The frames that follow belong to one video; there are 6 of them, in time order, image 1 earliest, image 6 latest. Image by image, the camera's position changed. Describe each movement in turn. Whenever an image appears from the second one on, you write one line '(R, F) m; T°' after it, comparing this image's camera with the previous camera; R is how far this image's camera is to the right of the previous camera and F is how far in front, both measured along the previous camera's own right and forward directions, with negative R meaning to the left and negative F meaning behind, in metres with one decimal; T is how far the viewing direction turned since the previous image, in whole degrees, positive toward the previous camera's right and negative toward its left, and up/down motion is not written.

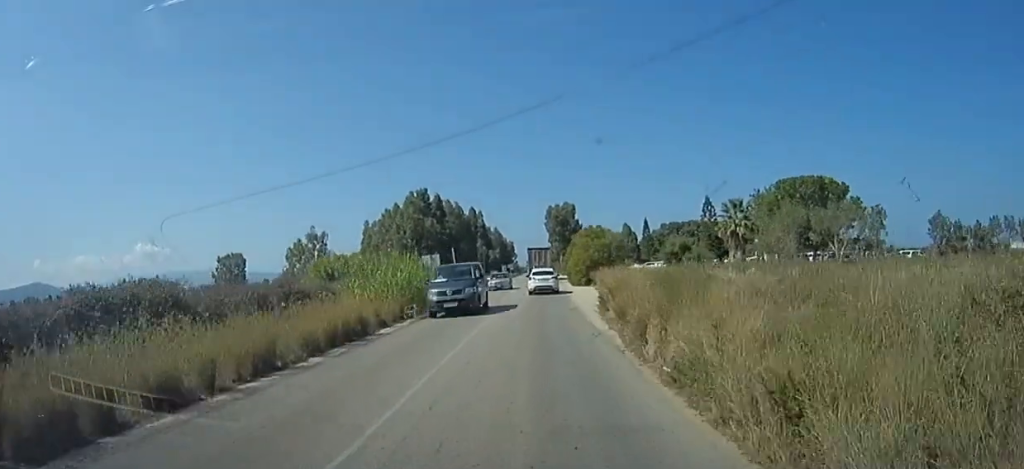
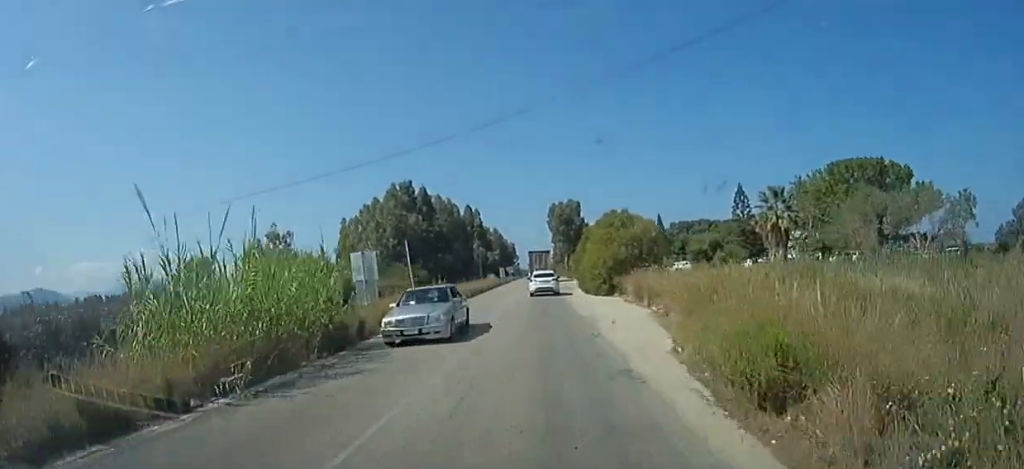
(0.0, +12.0) m; +2°
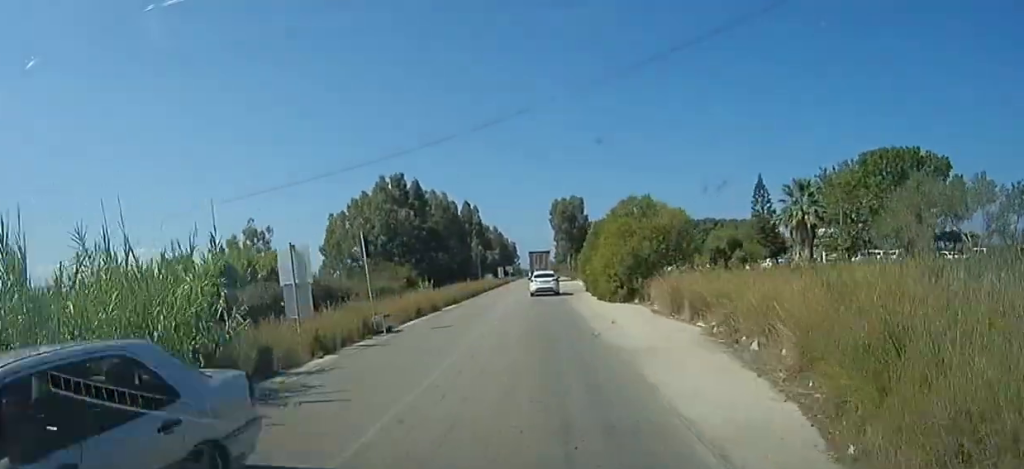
(-0.3, +5.6) m; +1°
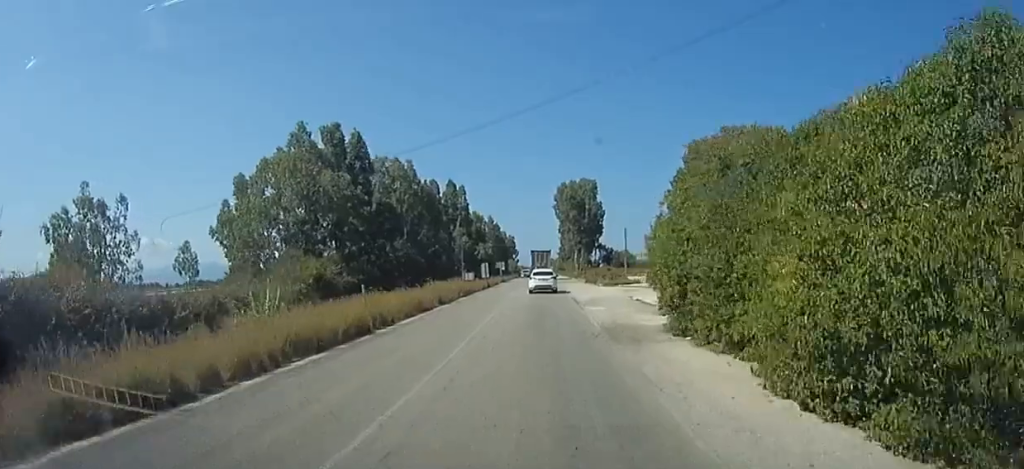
(0.0, +23.4) m; 0°
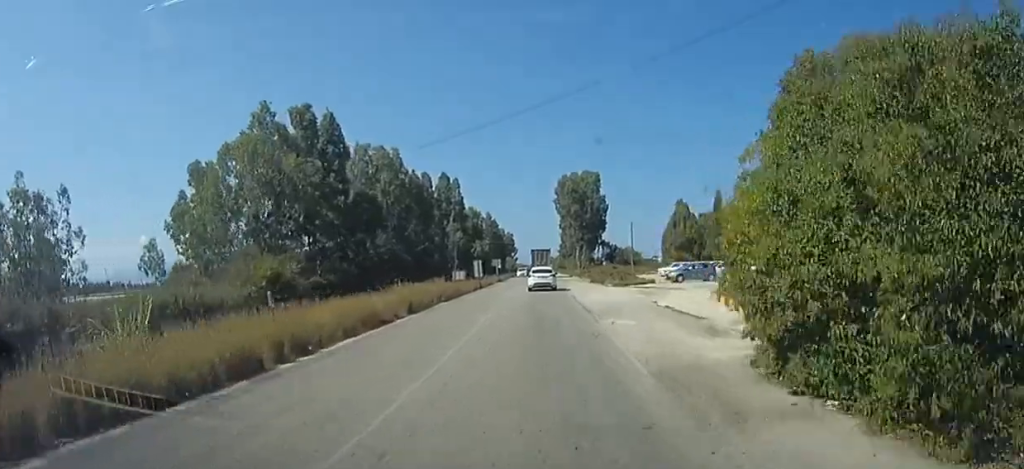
(+0.4, +5.9) m; 0°
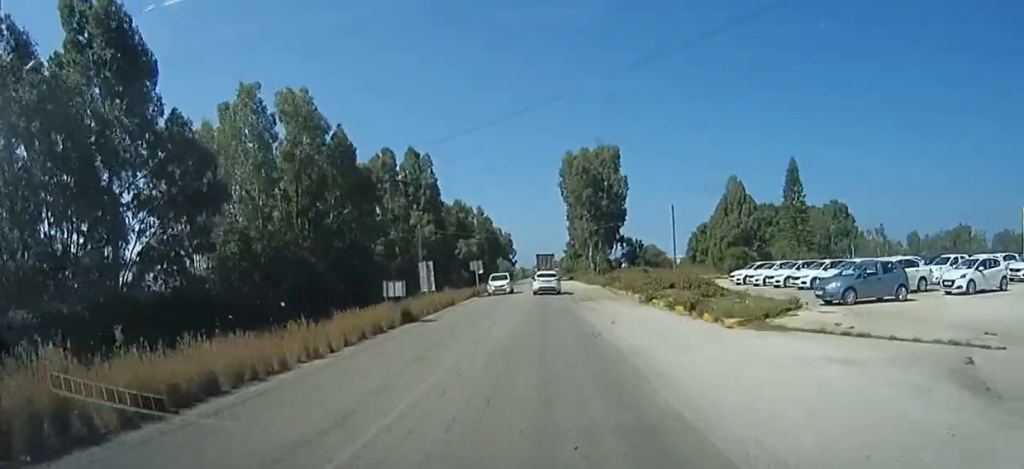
(-0.4, +22.5) m; 0°
